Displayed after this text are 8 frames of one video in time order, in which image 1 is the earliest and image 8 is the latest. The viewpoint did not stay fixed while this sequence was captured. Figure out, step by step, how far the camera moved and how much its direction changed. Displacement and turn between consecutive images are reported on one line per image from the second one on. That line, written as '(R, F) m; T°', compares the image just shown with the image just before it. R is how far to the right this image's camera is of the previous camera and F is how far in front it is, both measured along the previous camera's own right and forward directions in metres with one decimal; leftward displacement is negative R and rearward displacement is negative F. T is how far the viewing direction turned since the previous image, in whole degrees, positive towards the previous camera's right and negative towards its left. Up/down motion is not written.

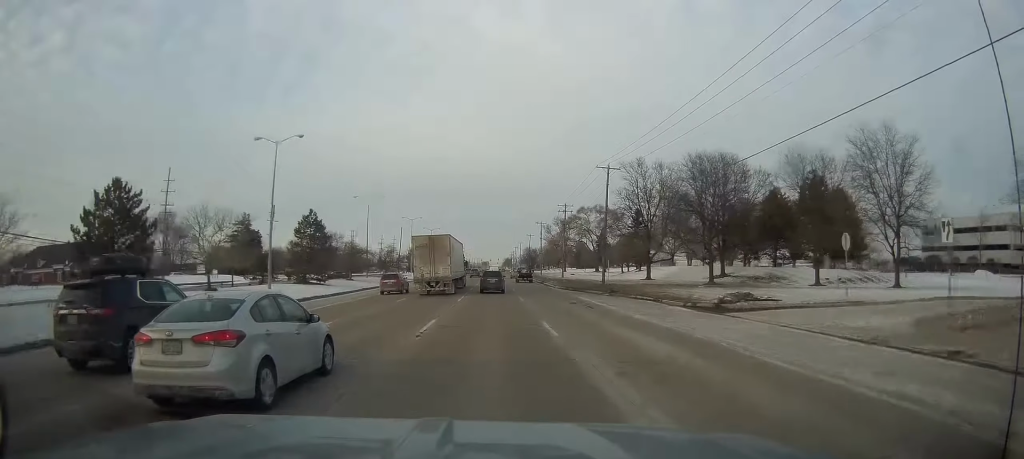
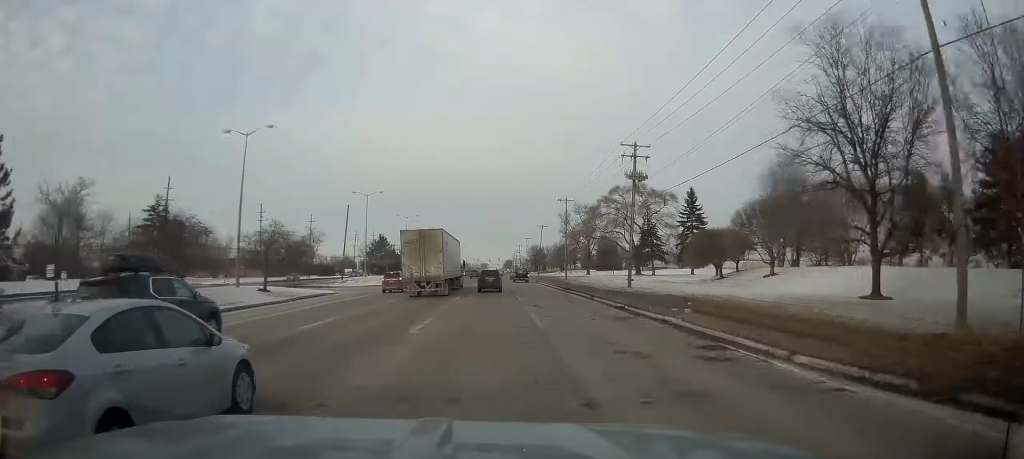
(+0.1, +52.7) m; 0°
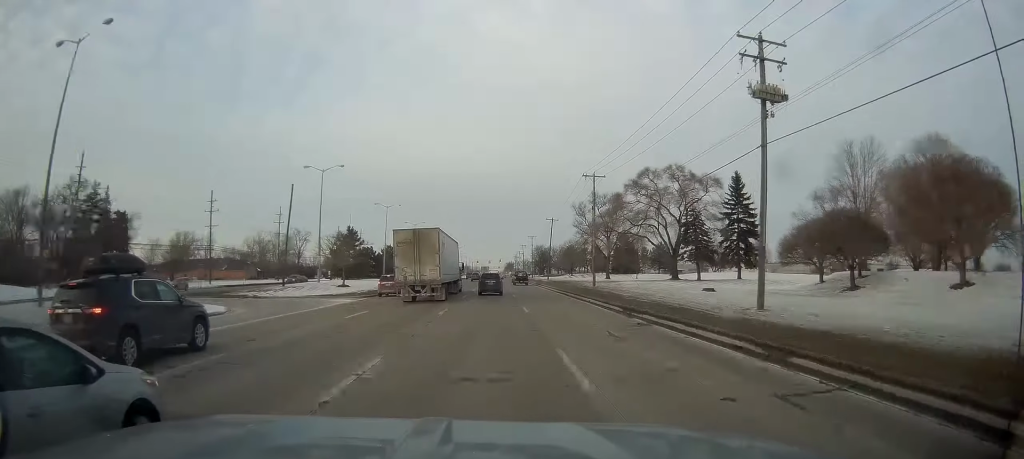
(+0.2, +24.7) m; 0°
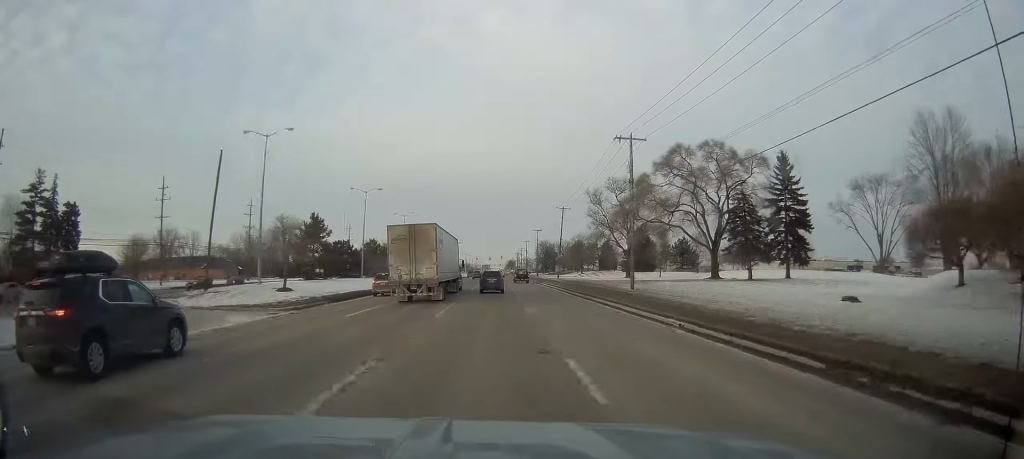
(-0.1, +17.2) m; -1°
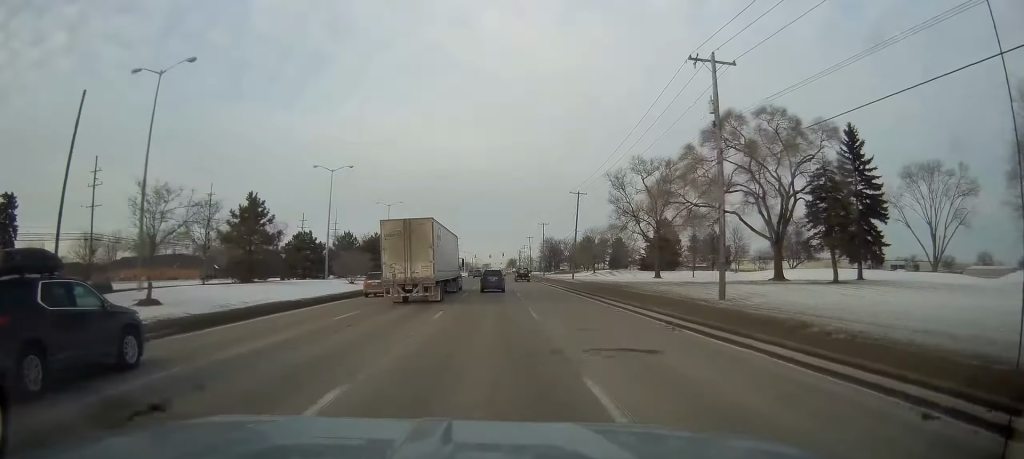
(-0.3, +17.8) m; -1°
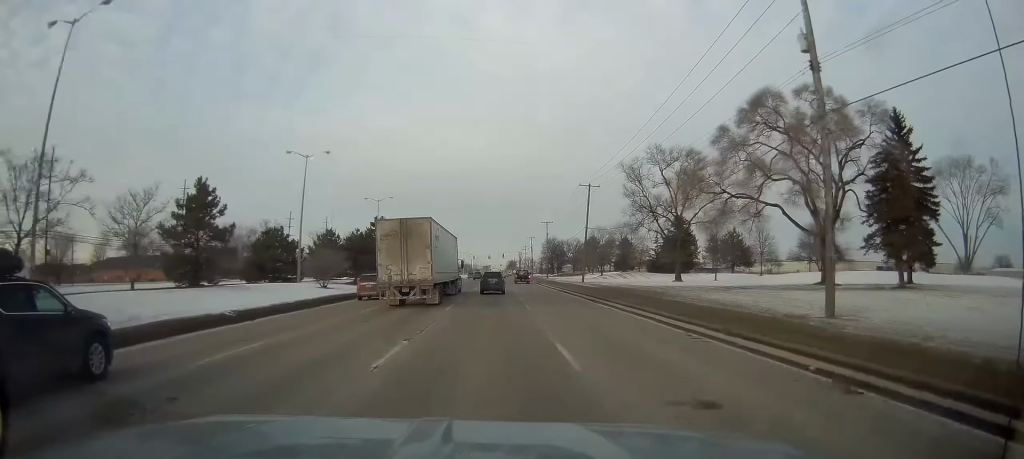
(0.0, +9.2) m; 0°
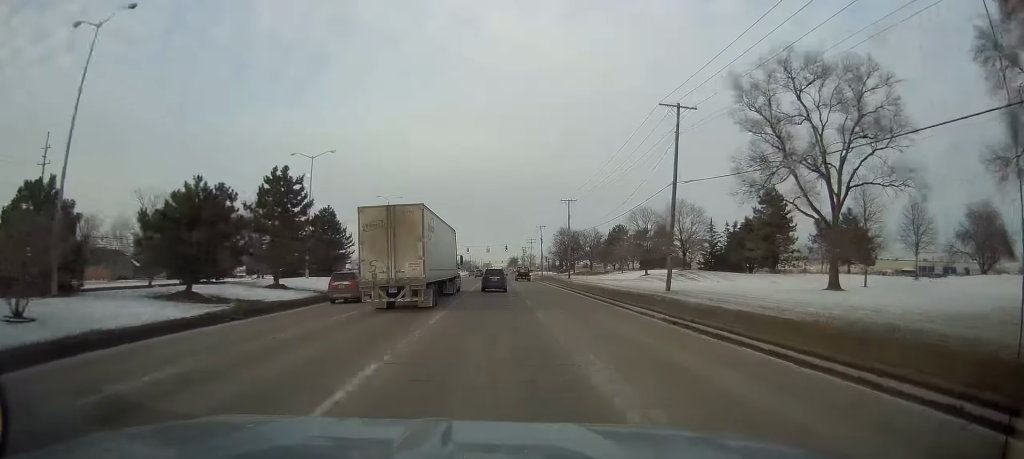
(+0.1, +34.6) m; +2°
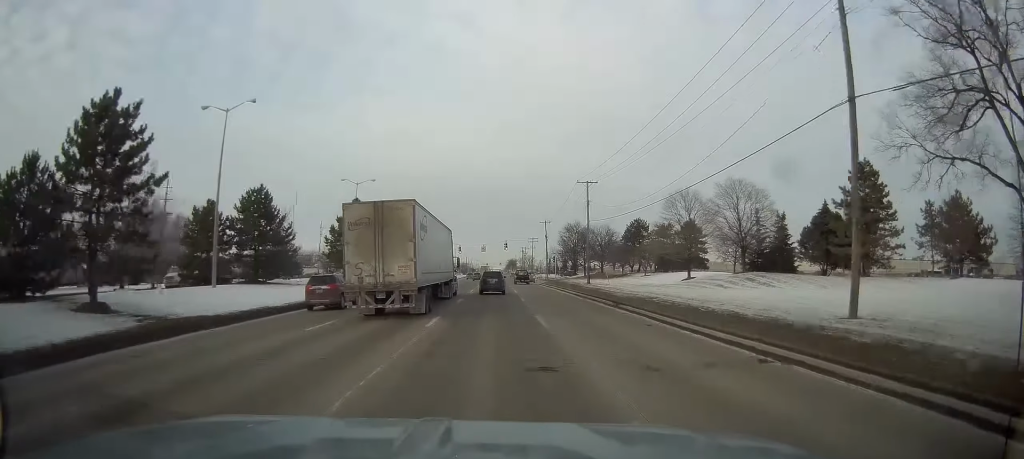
(+0.5, +20.0) m; 0°
